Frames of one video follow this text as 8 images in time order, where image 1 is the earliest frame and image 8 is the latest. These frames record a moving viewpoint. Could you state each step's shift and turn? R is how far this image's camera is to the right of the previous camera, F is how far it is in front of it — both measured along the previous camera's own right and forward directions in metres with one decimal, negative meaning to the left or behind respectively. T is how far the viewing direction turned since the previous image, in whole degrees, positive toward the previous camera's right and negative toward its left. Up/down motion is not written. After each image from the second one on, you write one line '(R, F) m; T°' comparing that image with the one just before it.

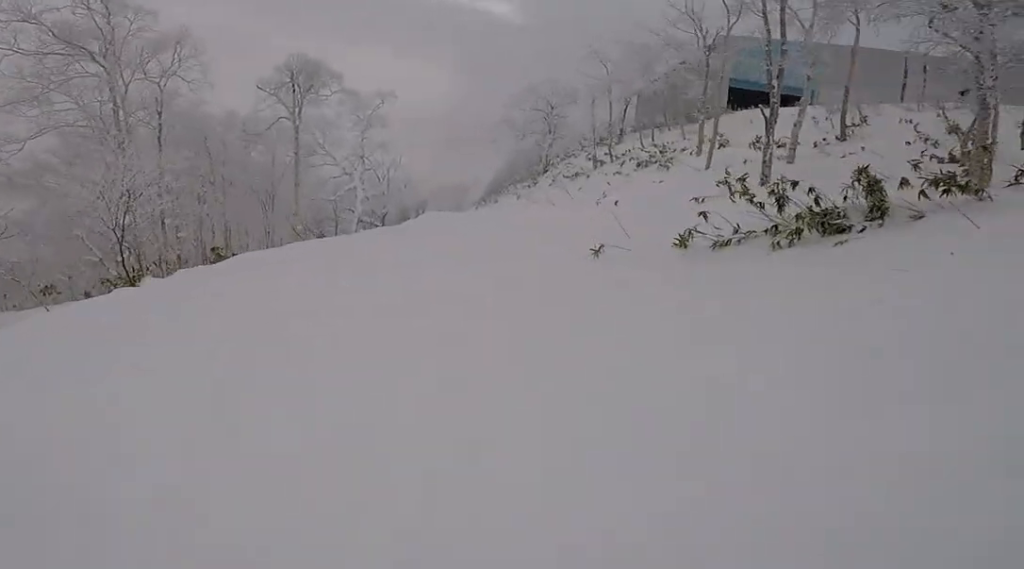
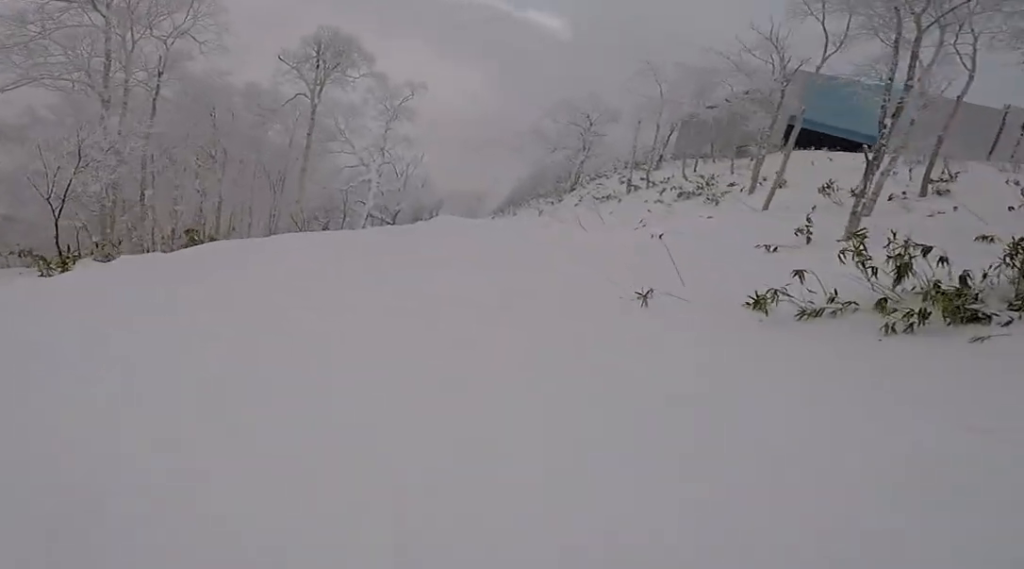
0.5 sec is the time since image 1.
(-0.1, +2.0) m; -4°
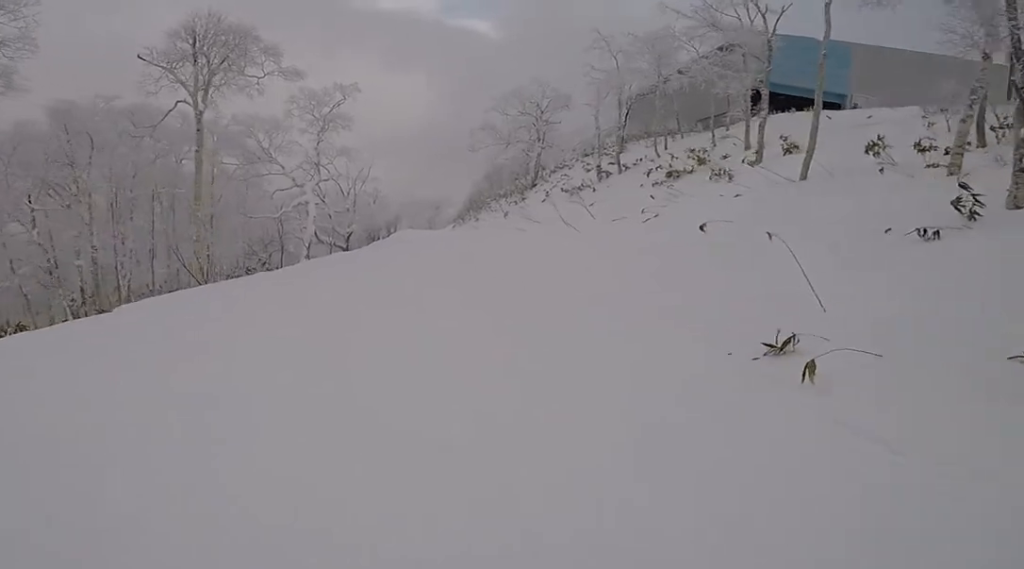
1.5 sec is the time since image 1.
(-0.4, +4.7) m; -6°
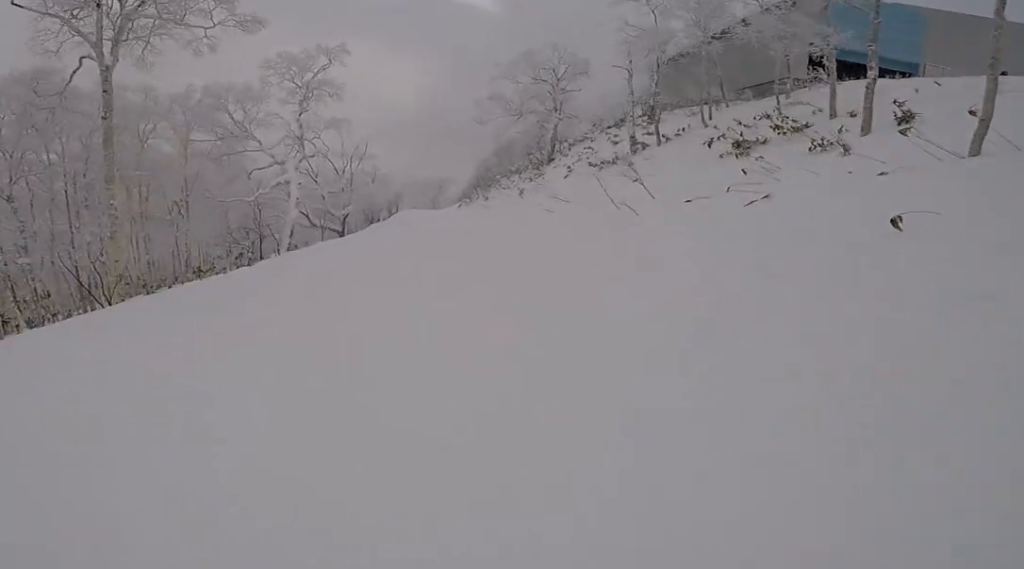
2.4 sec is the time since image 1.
(-0.2, +4.2) m; +2°
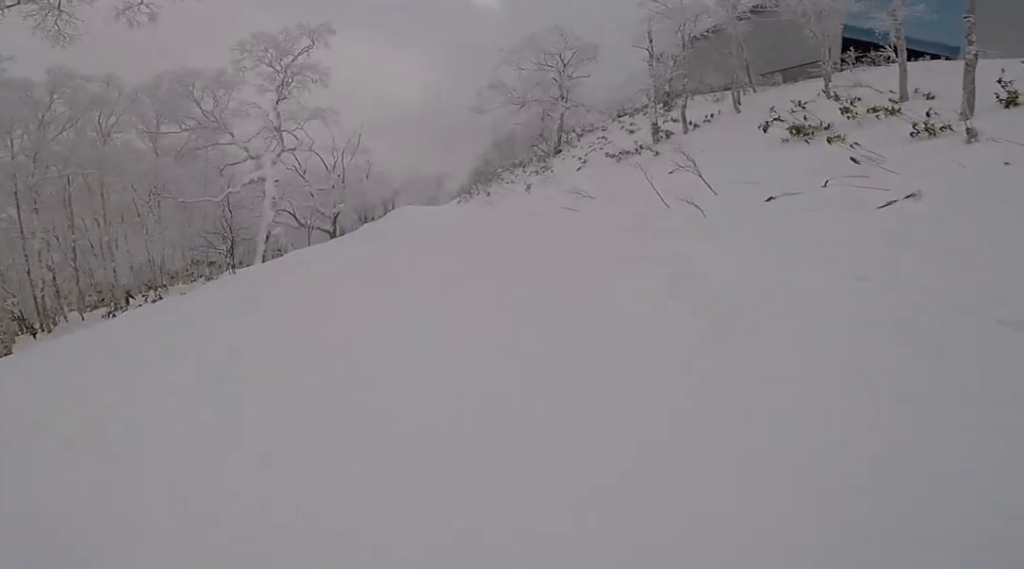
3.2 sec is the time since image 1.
(+0.2, +3.2) m; +6°
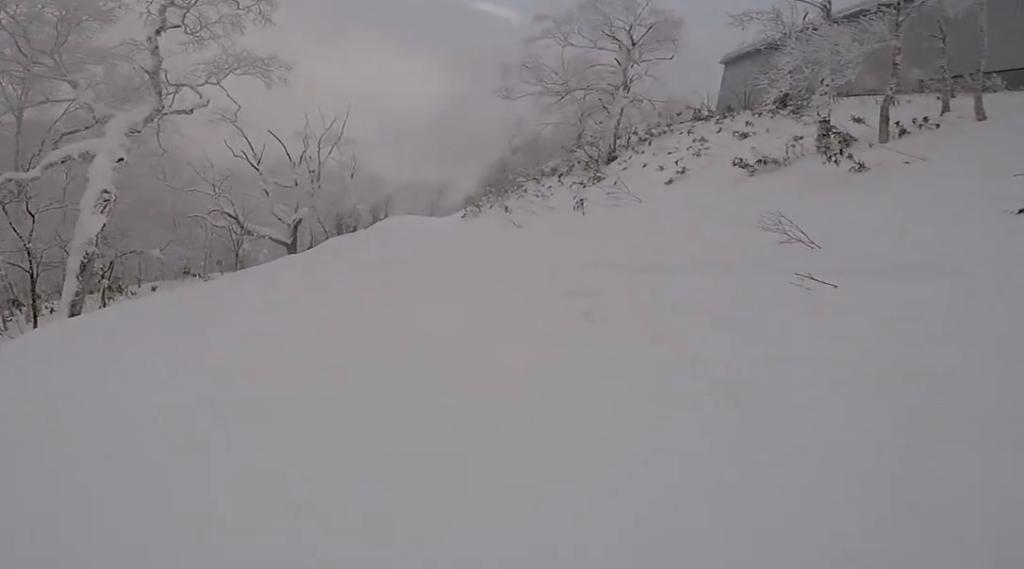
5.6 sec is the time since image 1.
(+0.3, +10.0) m; +2°
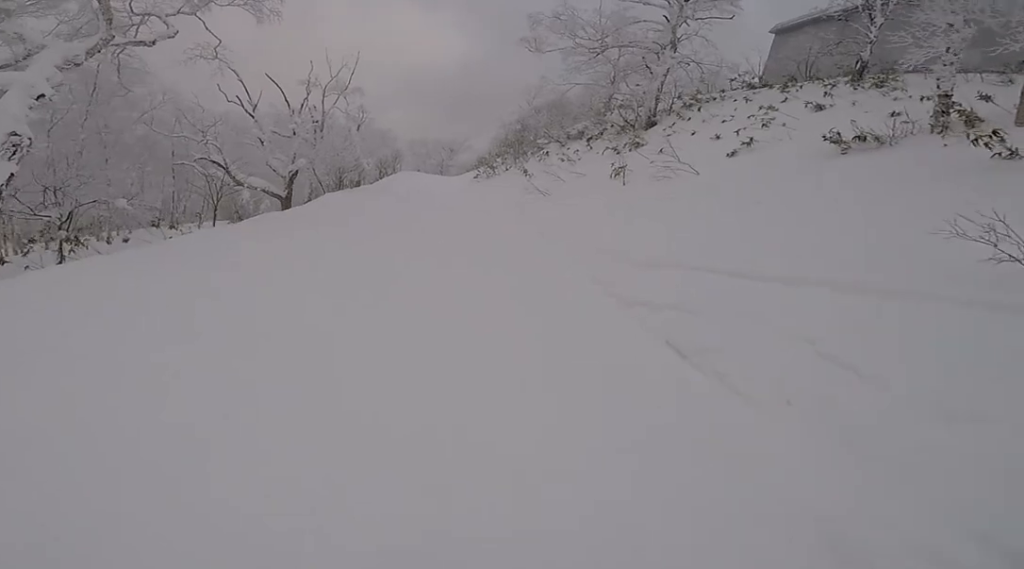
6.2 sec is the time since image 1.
(0.0, +2.5) m; +2°
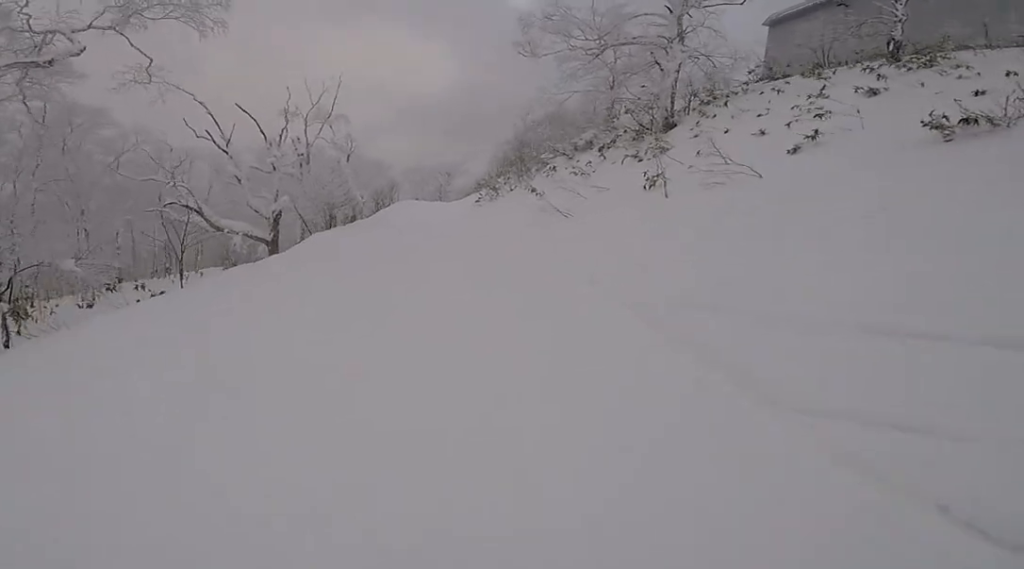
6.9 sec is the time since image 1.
(0.0, +2.8) m; +7°
